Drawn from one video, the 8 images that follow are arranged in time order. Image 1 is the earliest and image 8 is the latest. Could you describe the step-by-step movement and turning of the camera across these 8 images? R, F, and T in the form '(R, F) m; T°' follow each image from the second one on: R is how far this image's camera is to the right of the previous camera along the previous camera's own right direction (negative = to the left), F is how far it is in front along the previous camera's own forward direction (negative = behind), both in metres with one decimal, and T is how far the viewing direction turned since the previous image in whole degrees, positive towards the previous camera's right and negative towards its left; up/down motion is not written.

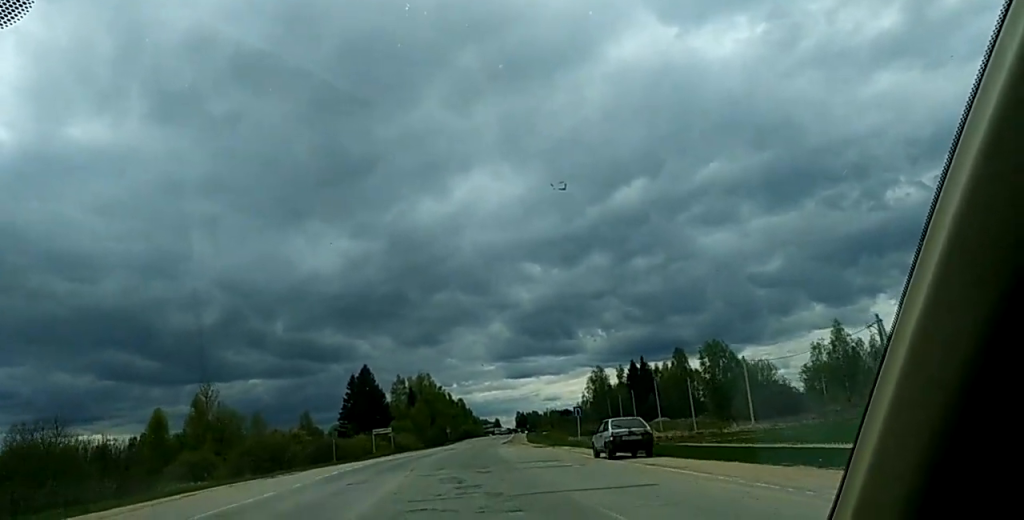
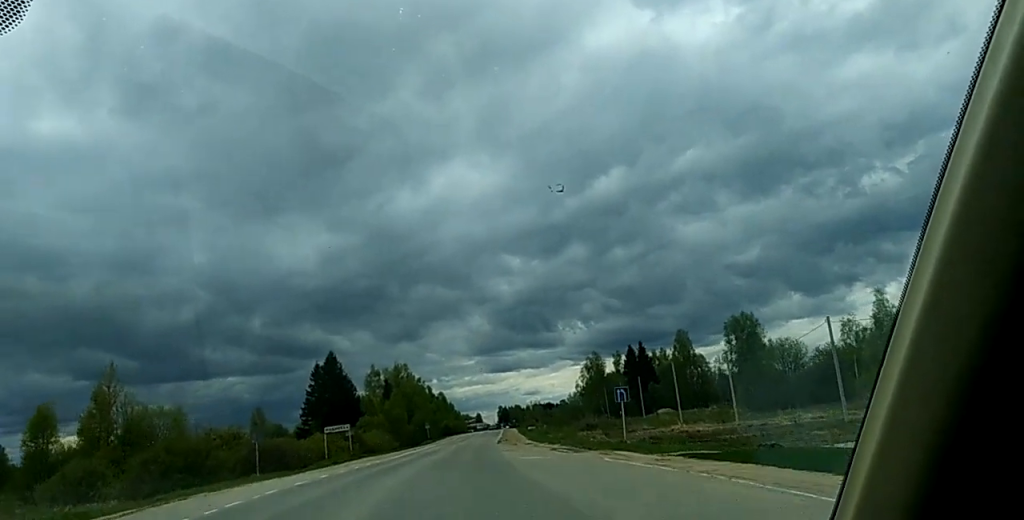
(+0.2, +22.1) m; -1°
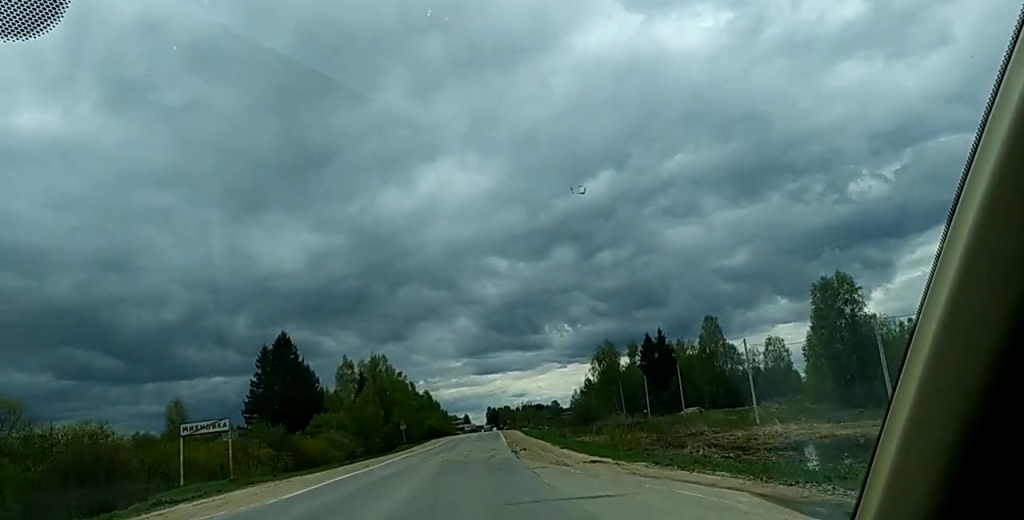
(-0.6, +32.8) m; 0°
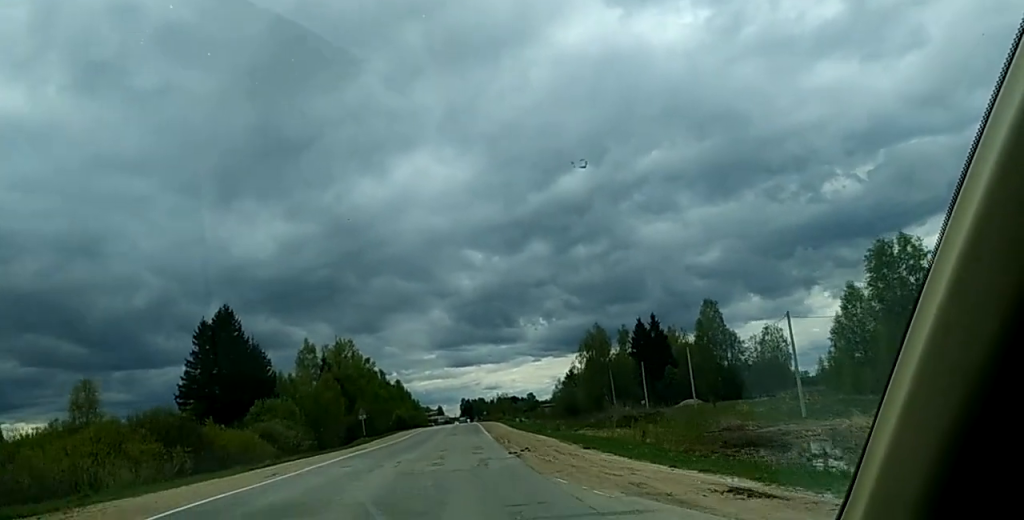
(+0.4, +16.5) m; +2°
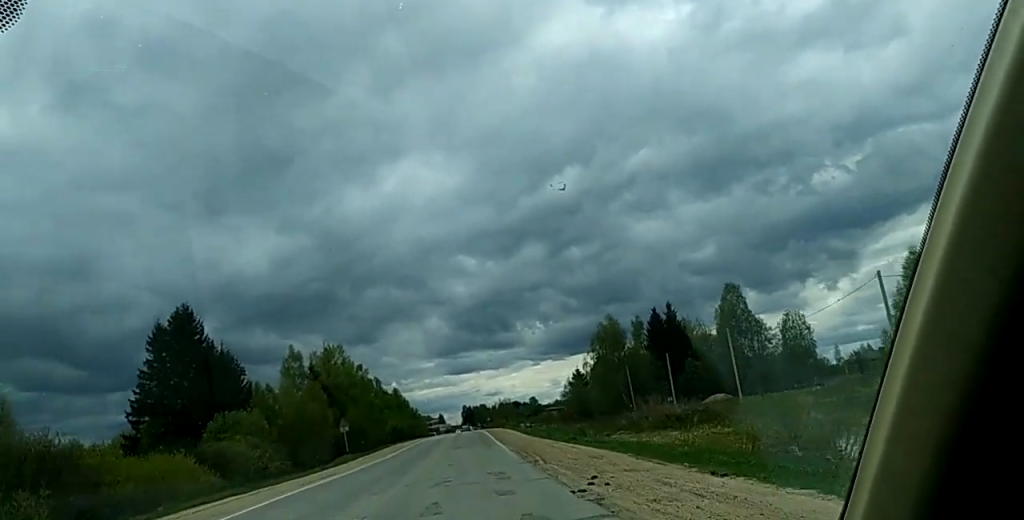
(+0.2, +14.9) m; +1°
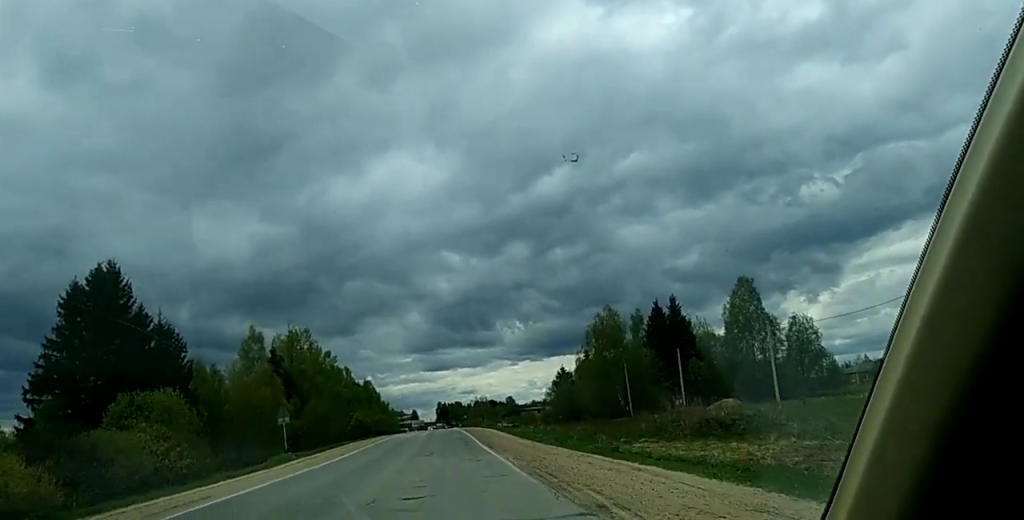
(+0.1, +15.1) m; +1°
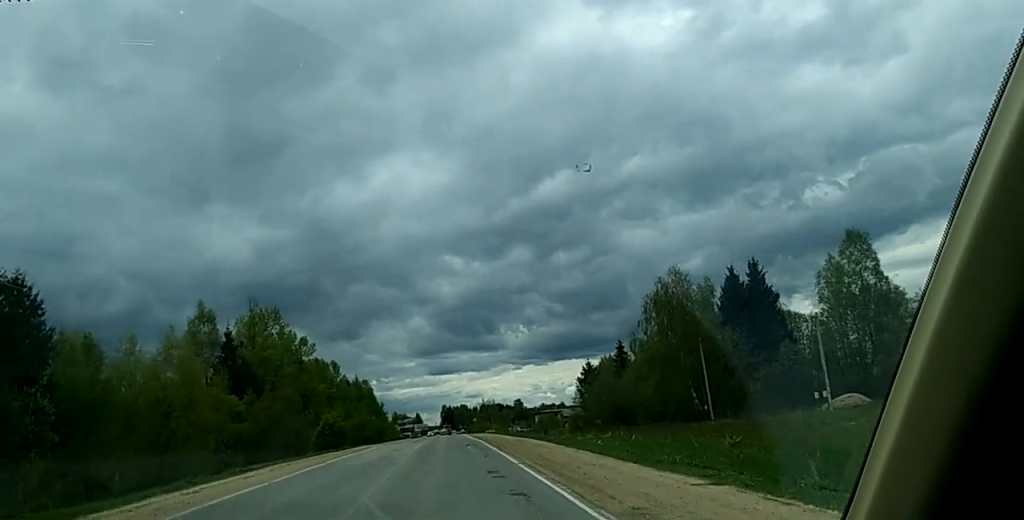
(+0.8, +34.5) m; +2°
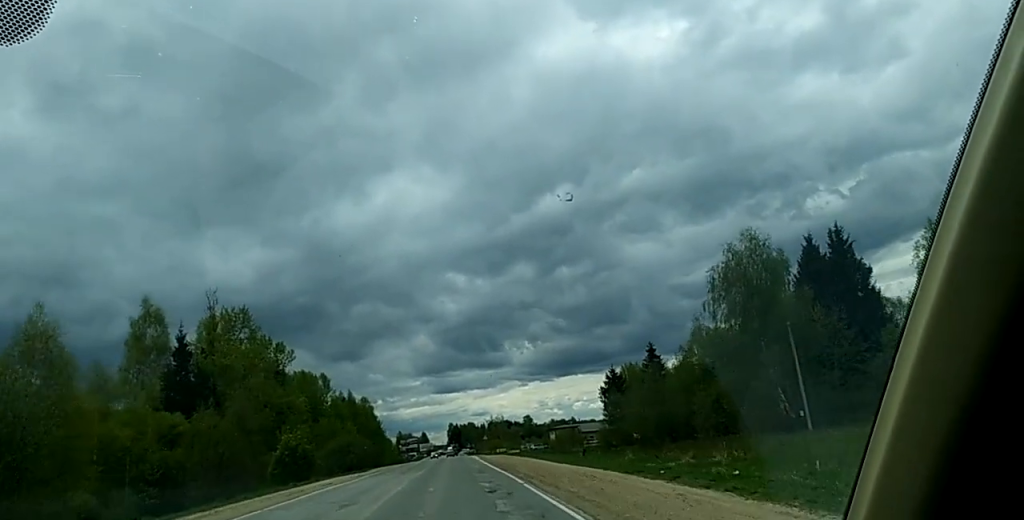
(-0.2, +22.9) m; -1°
